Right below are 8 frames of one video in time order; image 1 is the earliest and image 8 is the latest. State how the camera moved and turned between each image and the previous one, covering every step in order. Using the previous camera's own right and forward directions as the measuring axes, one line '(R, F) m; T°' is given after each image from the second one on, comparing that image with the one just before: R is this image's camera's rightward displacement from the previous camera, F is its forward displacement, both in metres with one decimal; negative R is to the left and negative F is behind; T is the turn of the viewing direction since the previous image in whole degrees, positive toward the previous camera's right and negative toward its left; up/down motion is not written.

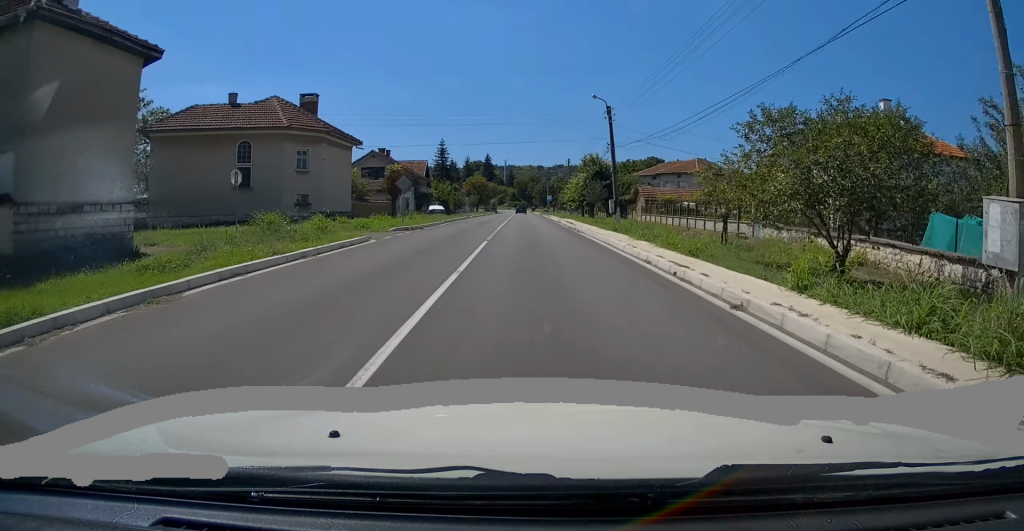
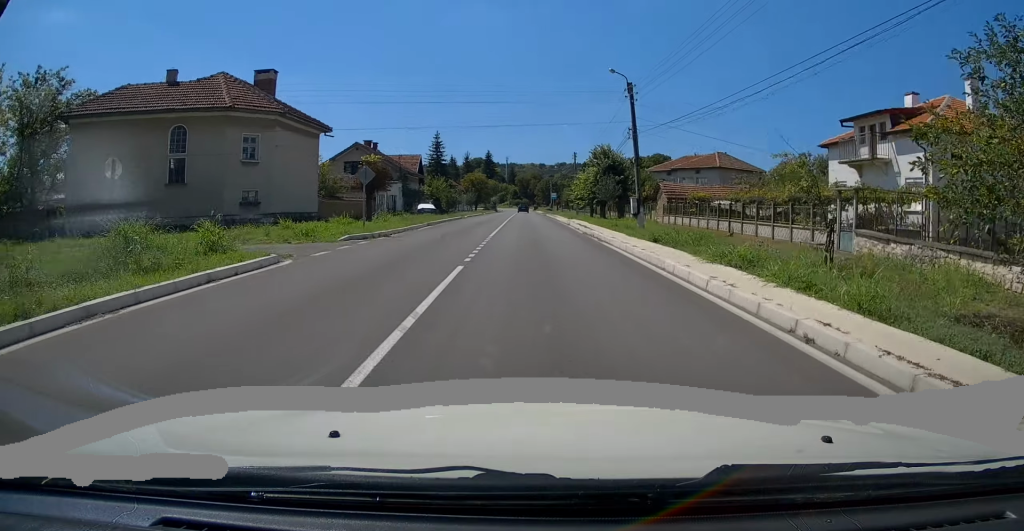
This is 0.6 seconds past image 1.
(-0.1, +7.4) m; 0°
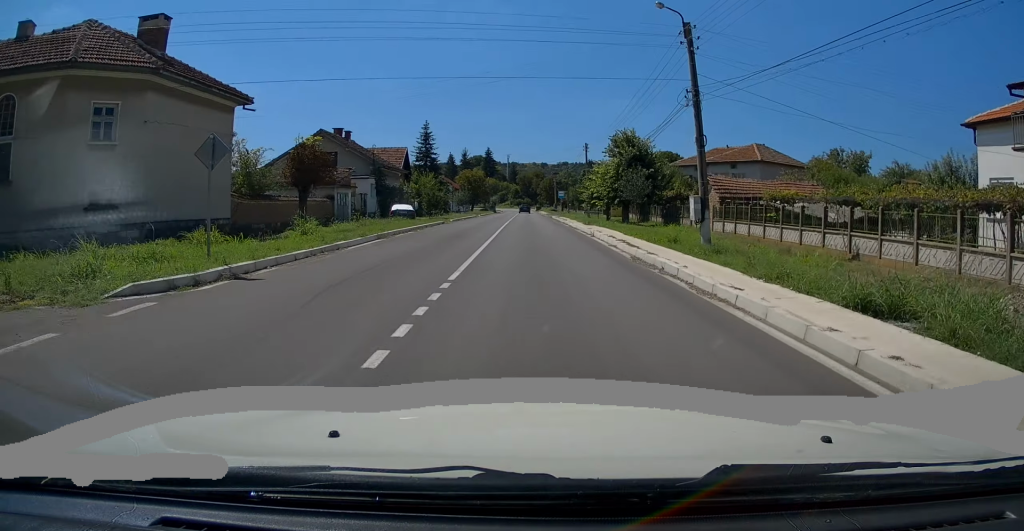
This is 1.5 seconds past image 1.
(+0.3, +11.3) m; +1°
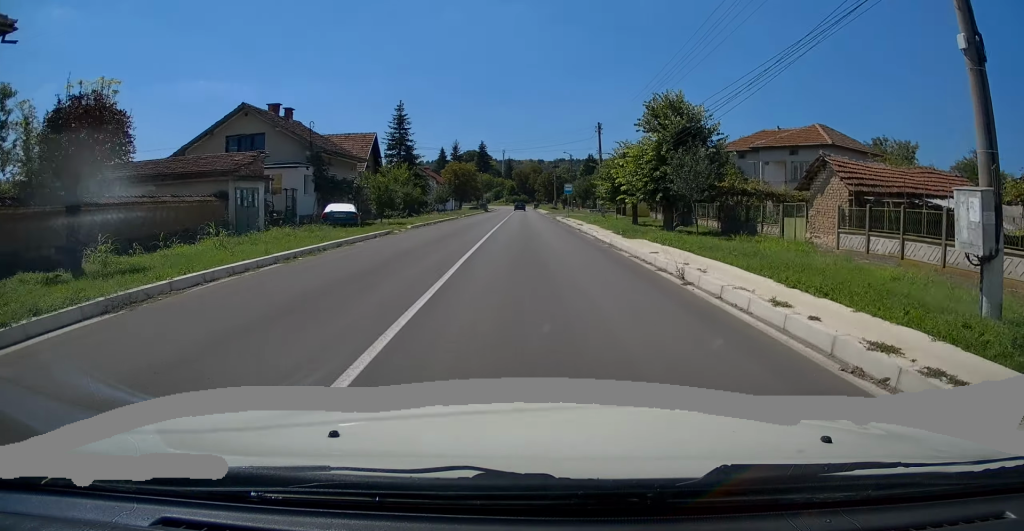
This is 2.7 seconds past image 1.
(-0.1, +13.8) m; -1°
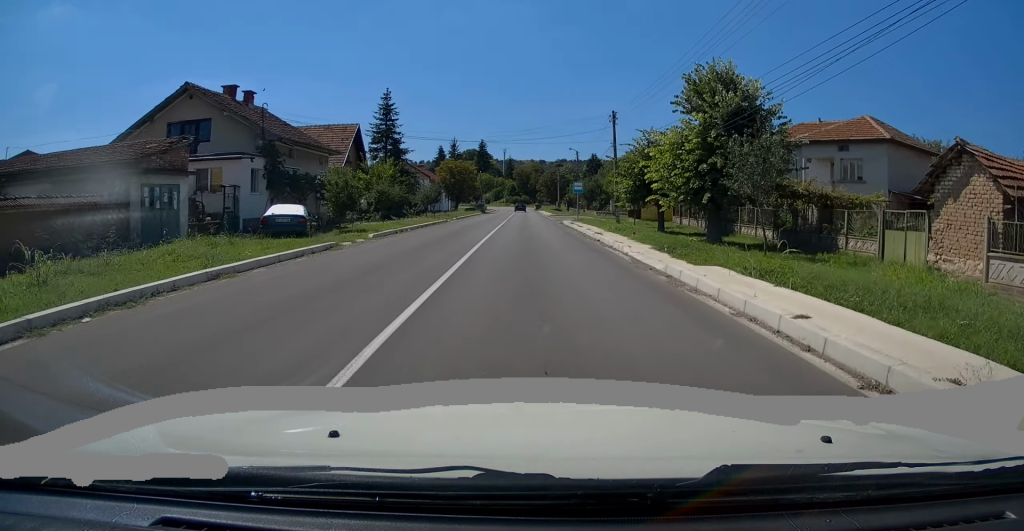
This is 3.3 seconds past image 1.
(0.0, +7.0) m; 0°
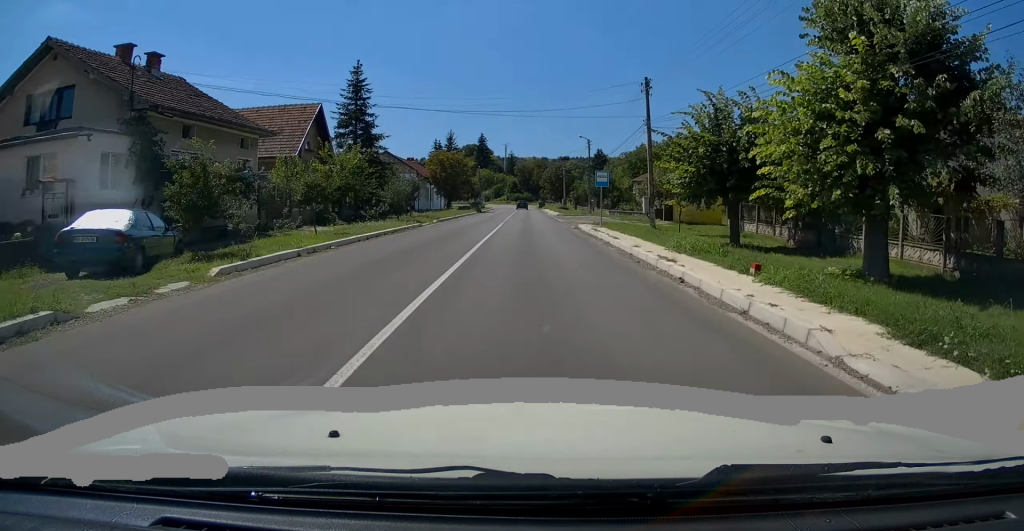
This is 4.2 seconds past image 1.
(0.0, +10.6) m; 0°
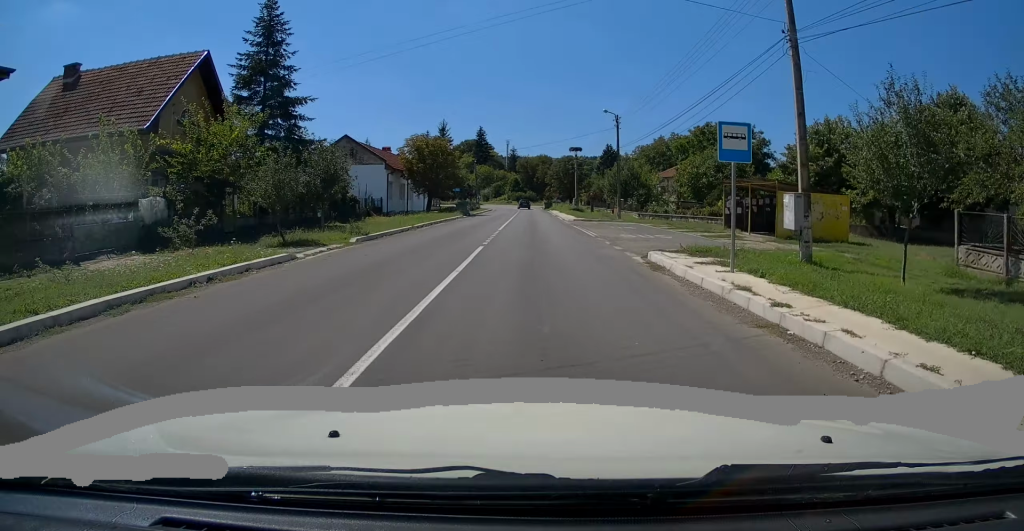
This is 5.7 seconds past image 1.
(0.0, +16.9) m; 0°
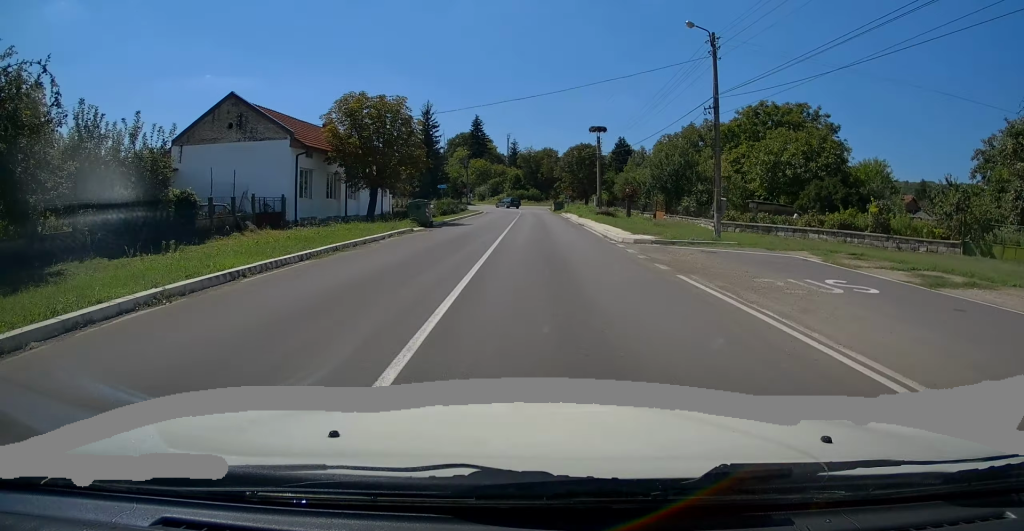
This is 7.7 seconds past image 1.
(-0.3, +21.7) m; 0°
